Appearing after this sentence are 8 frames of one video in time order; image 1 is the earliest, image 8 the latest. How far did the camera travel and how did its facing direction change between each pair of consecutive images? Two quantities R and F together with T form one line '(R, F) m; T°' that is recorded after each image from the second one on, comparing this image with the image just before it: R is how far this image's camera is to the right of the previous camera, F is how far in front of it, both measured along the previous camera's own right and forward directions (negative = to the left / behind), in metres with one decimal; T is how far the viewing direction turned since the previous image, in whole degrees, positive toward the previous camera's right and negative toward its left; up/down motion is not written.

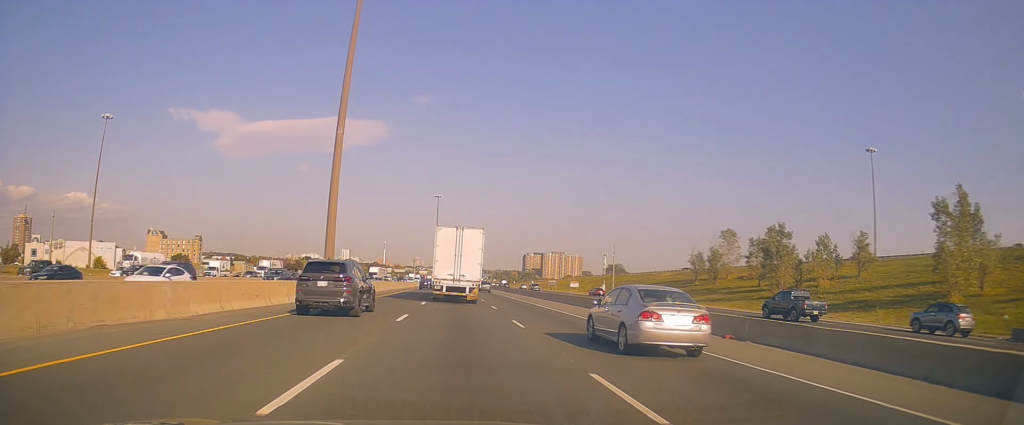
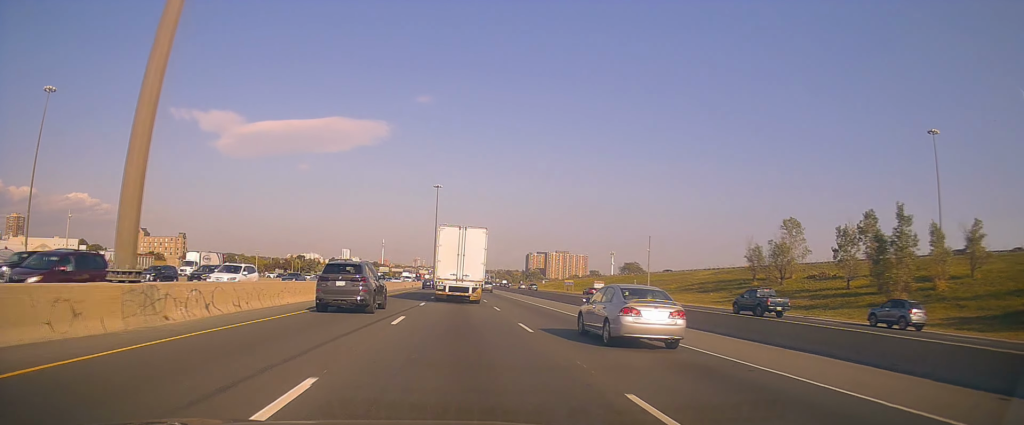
(+0.3, +24.8) m; 0°
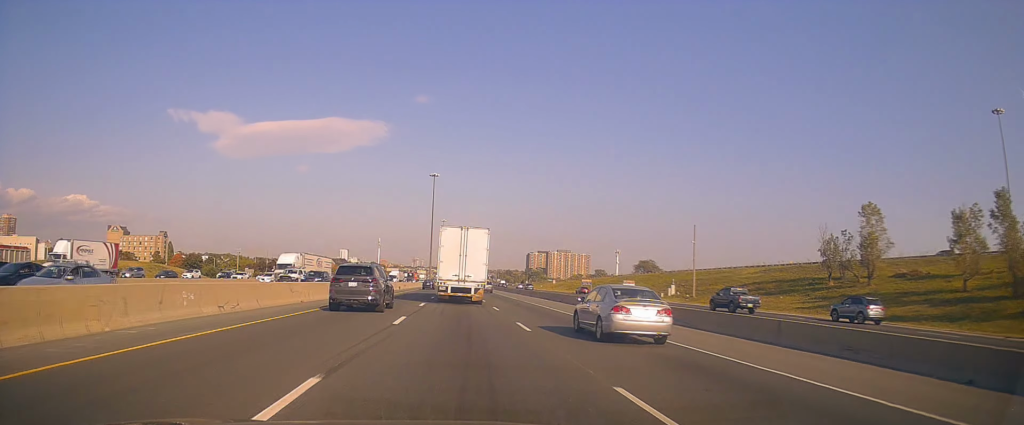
(-0.5, +22.6) m; +2°
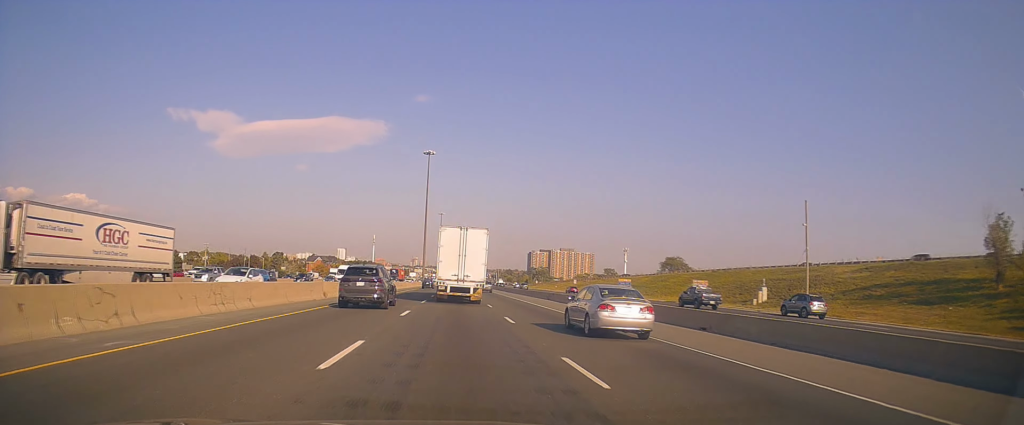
(+0.5, +32.3) m; -1°
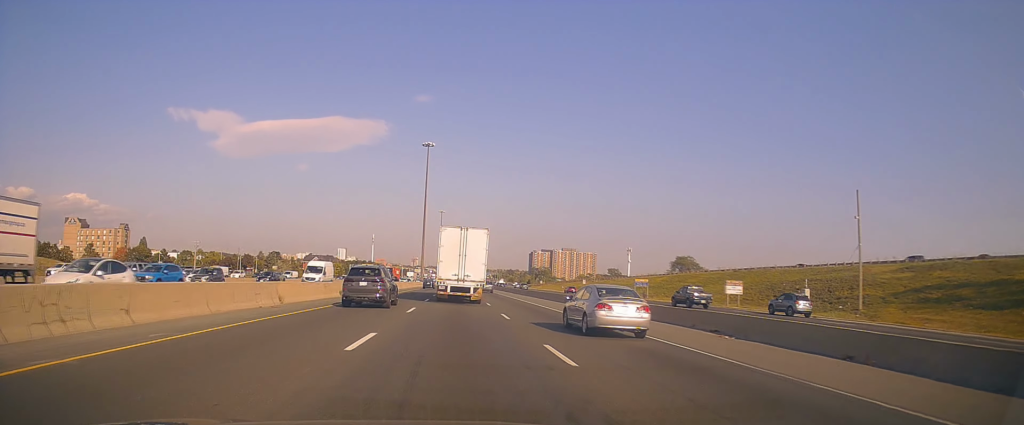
(-0.4, +9.6) m; -1°
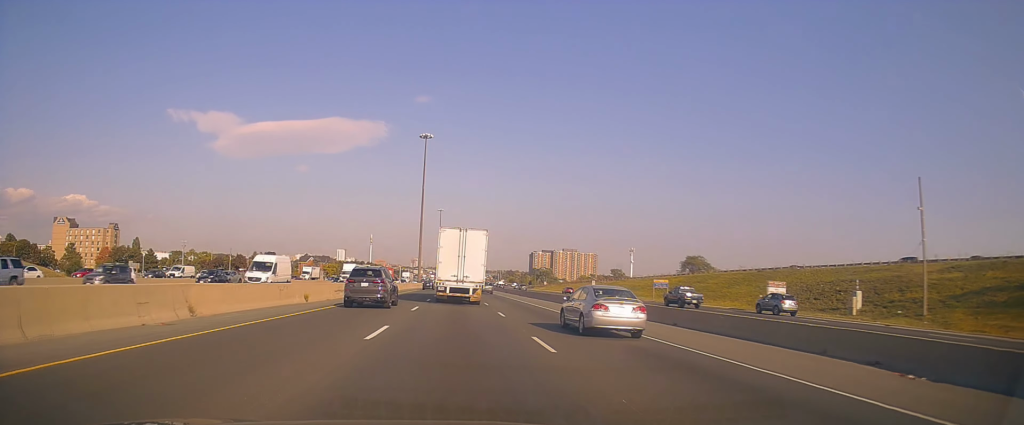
(+0.1, +9.6) m; 0°
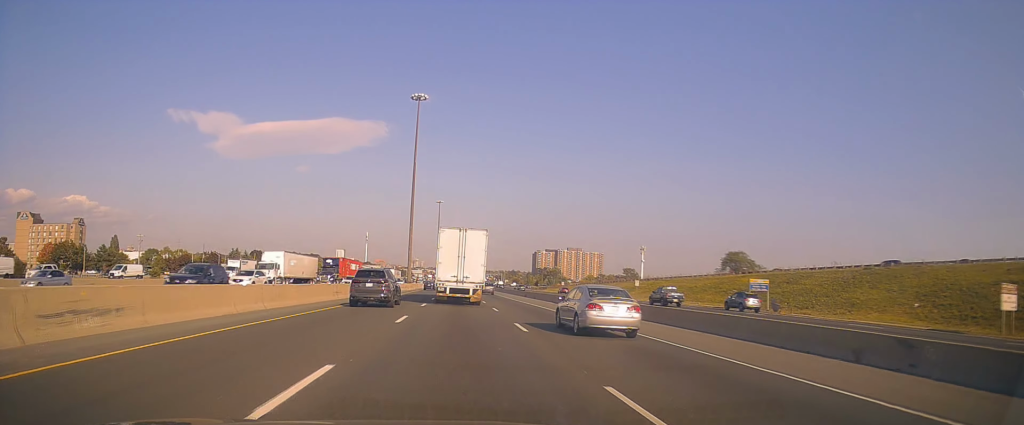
(+0.5, +29.9) m; +1°
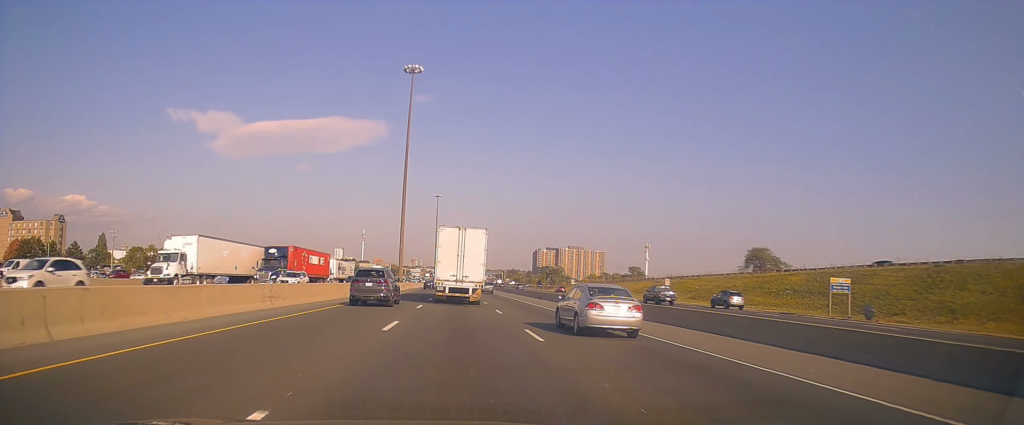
(0.0, +14.4) m; 0°
